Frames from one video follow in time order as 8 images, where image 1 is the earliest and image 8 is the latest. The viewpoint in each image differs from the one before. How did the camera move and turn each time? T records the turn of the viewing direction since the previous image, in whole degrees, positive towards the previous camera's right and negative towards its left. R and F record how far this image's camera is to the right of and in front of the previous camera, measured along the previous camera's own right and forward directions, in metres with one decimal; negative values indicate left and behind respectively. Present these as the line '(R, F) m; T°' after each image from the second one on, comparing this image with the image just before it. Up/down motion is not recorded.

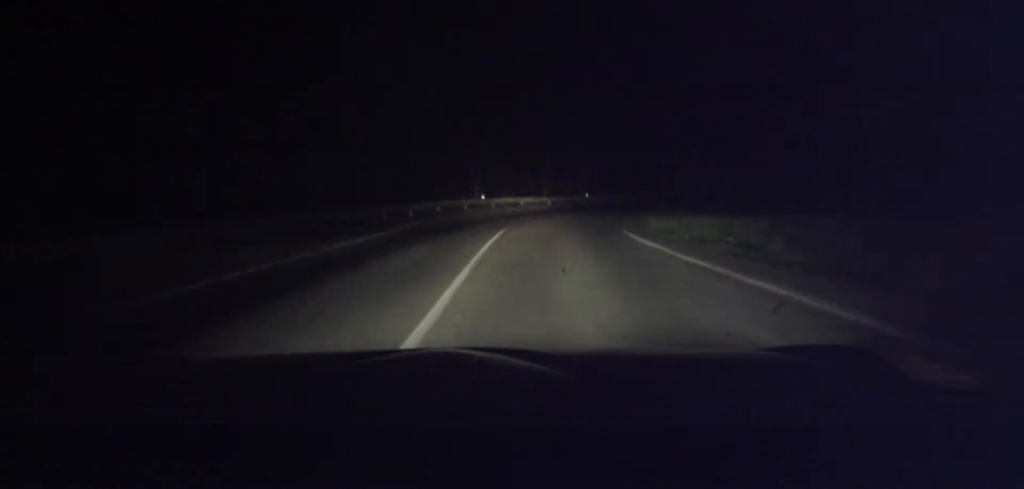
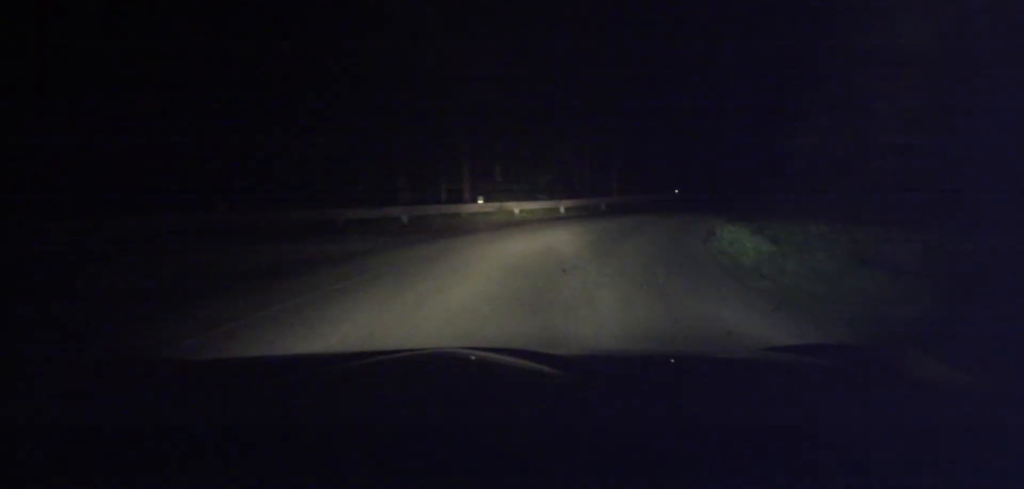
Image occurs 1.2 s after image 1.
(-0.9, +25.3) m; +1°
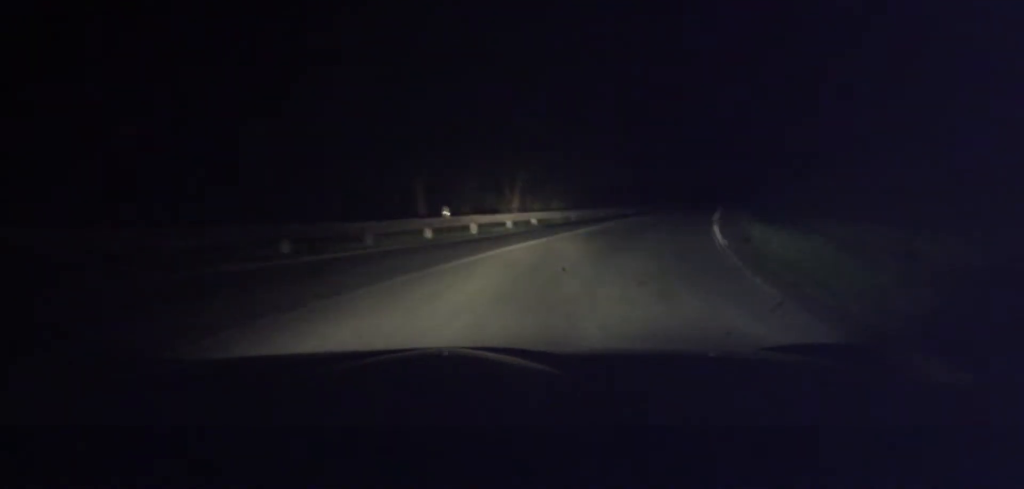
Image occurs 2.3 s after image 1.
(+1.3, +22.0) m; +9°
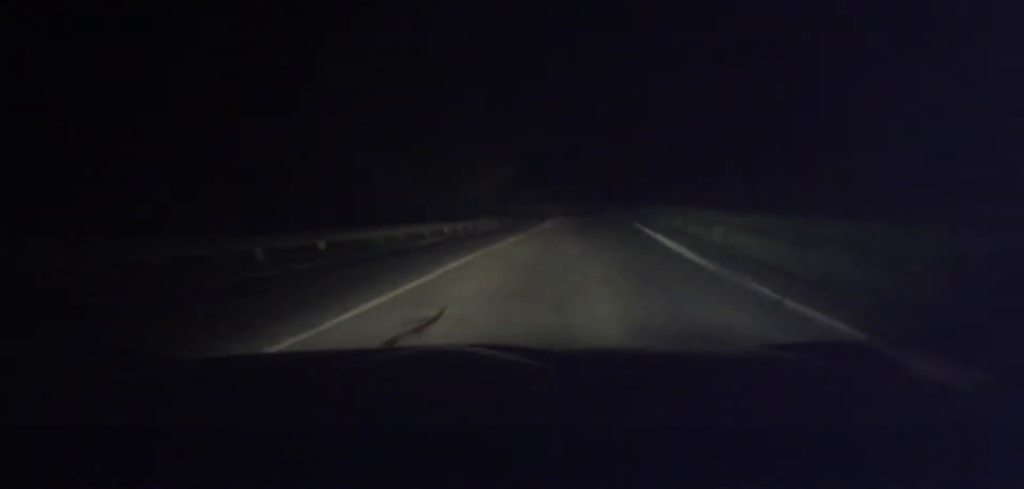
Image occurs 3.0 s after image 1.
(+0.5, +14.5) m; +9°
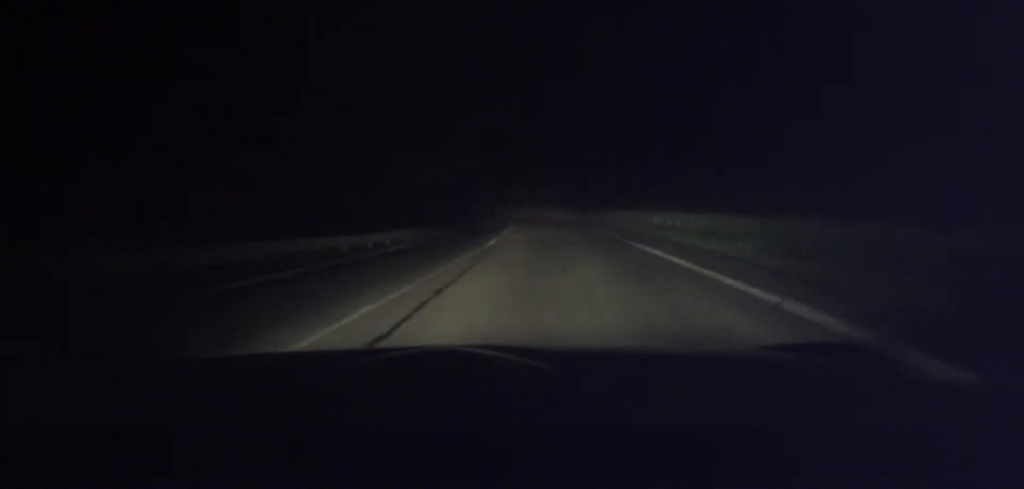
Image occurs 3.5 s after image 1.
(+1.3, +10.3) m; +10°
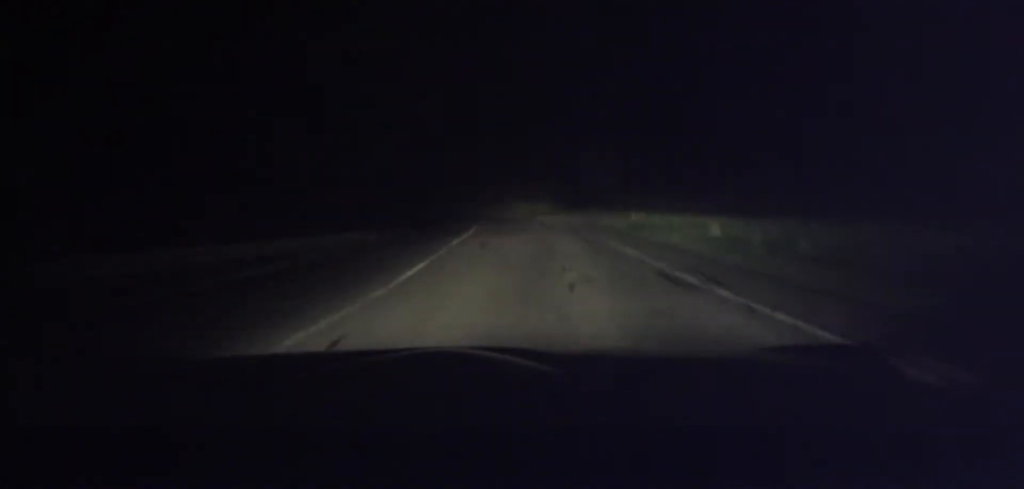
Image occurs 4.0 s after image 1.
(-0.1, +9.8) m; +10°
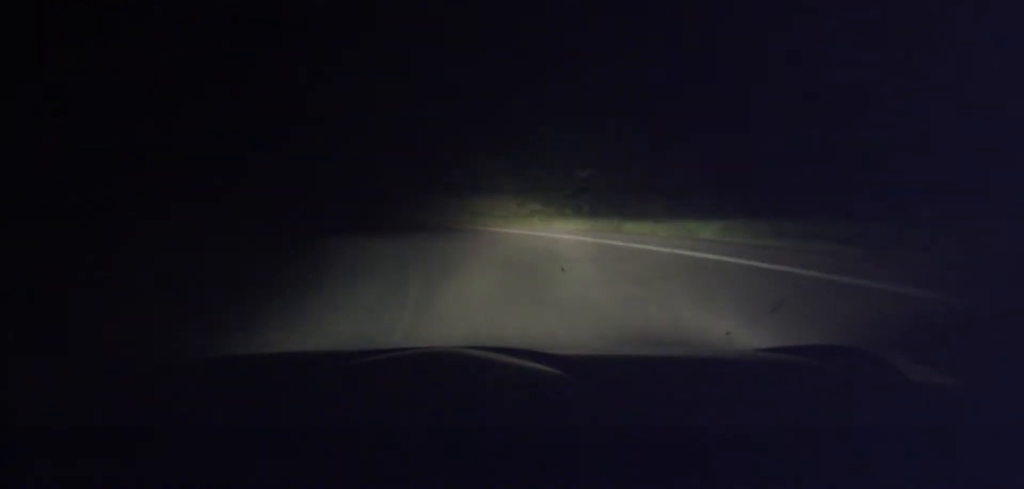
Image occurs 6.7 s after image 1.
(+11.6, +59.0) m; +6°
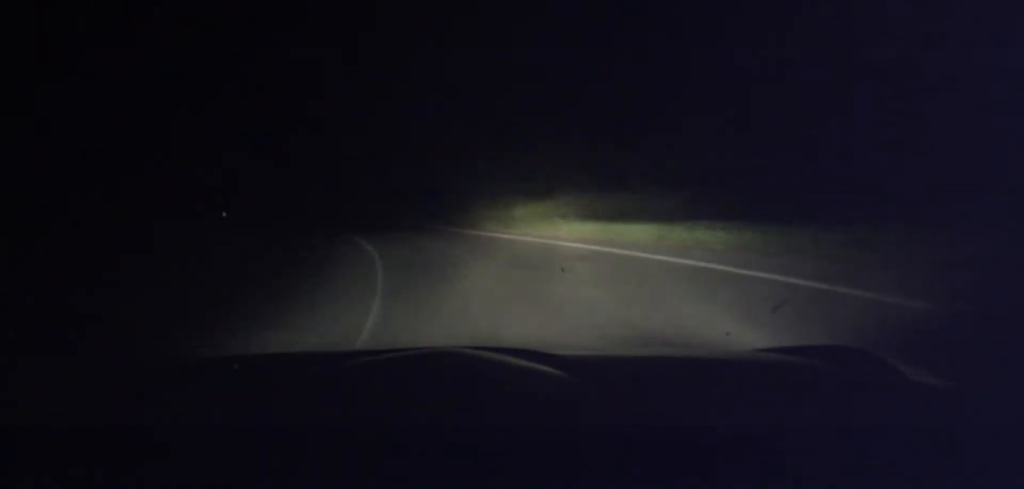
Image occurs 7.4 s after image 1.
(-0.6, +13.8) m; -8°
